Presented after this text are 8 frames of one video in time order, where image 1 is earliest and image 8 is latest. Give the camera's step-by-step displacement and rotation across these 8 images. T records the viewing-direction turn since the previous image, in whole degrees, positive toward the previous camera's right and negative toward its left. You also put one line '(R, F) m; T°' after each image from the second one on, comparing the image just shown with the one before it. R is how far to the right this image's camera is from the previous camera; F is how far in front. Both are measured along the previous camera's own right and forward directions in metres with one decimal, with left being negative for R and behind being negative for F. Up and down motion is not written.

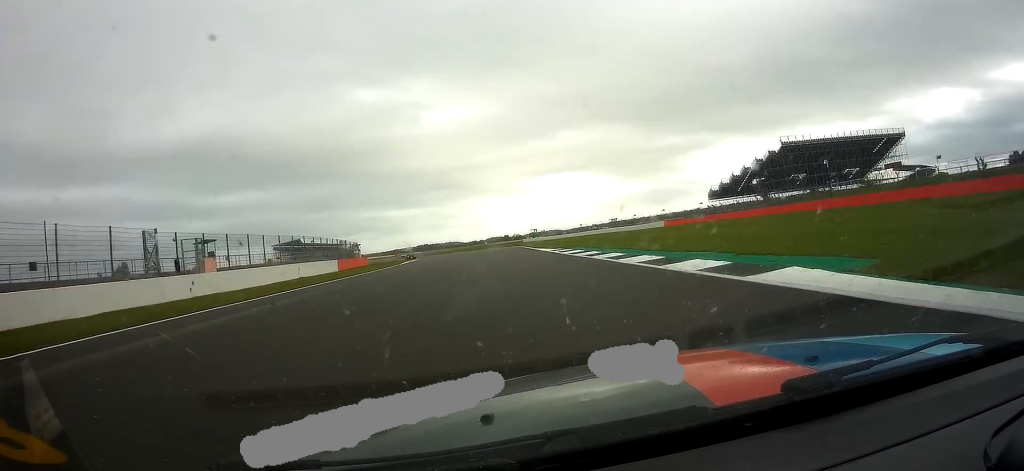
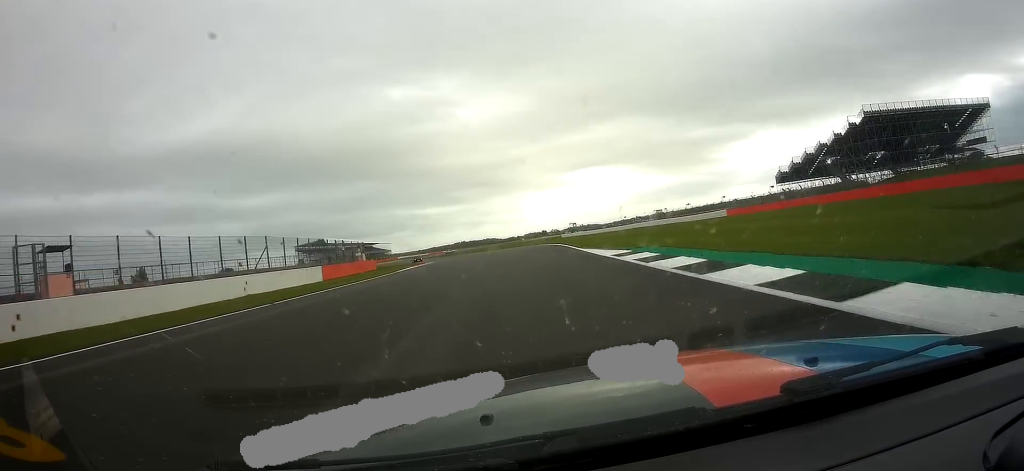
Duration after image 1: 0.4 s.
(-0.2, +17.9) m; -1°
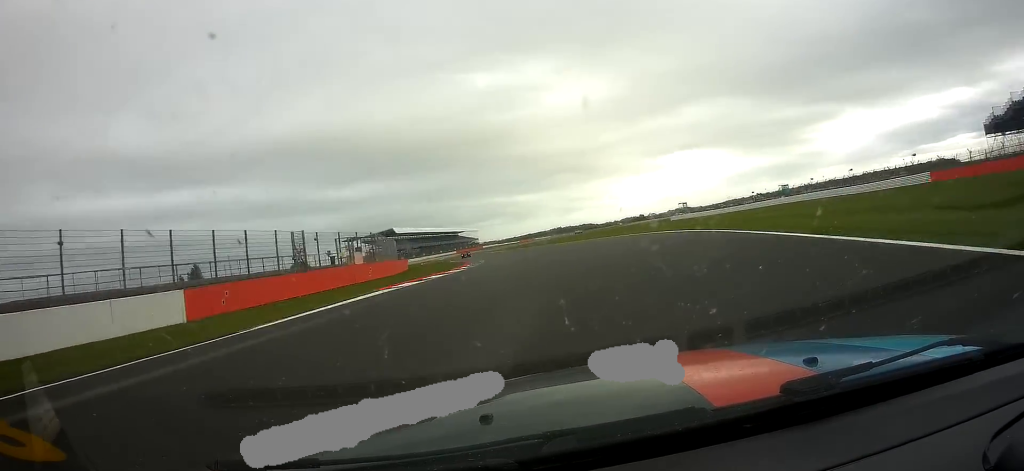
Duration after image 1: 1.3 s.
(-0.6, +35.8) m; -4°
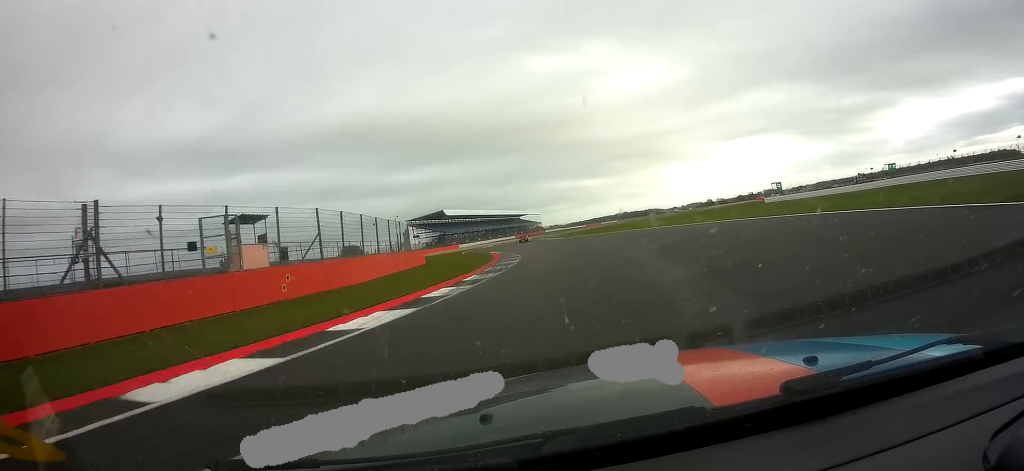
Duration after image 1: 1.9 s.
(-0.5, +26.0) m; -4°
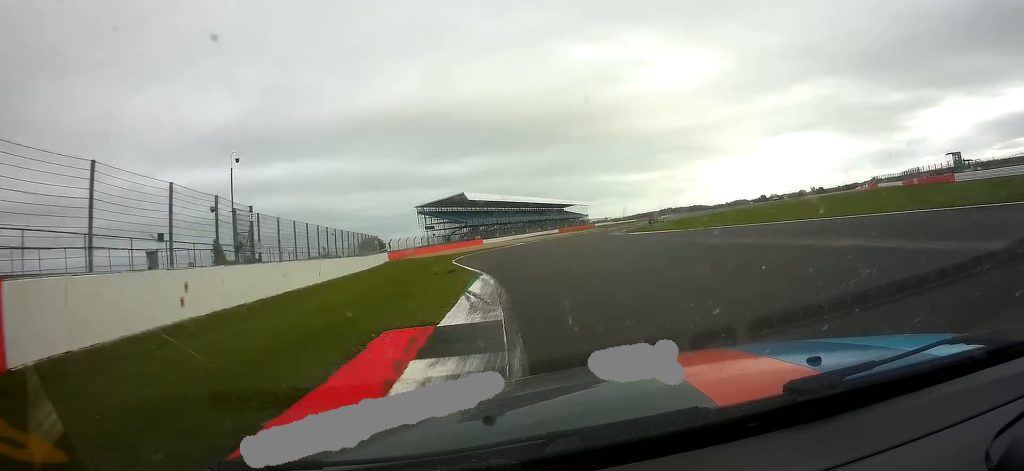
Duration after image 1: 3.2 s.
(-4.1, +52.0) m; -6°
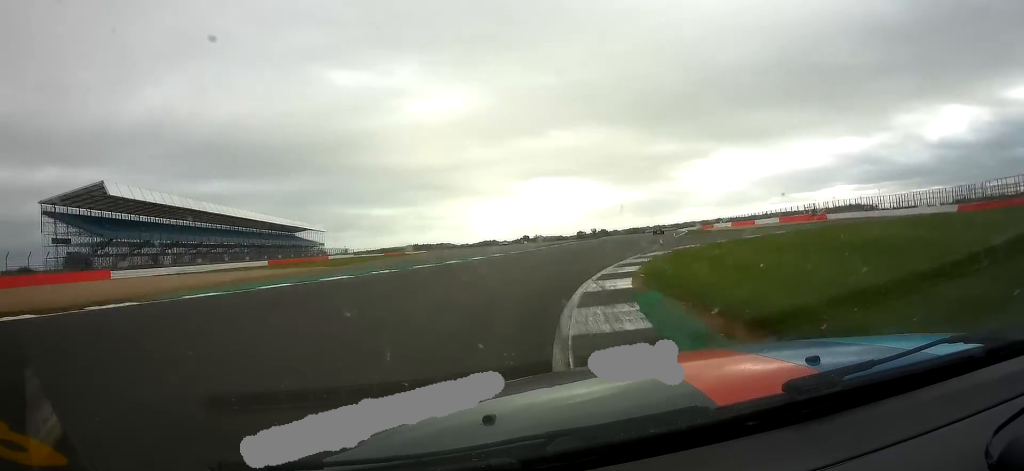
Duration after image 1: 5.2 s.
(+2.8, +77.9) m; +13°
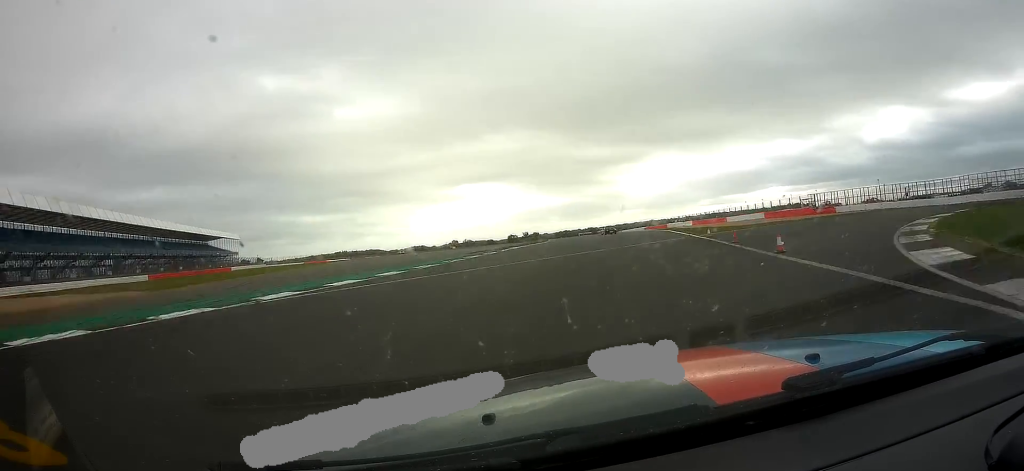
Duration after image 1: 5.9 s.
(+3.0, +24.4) m; +9°
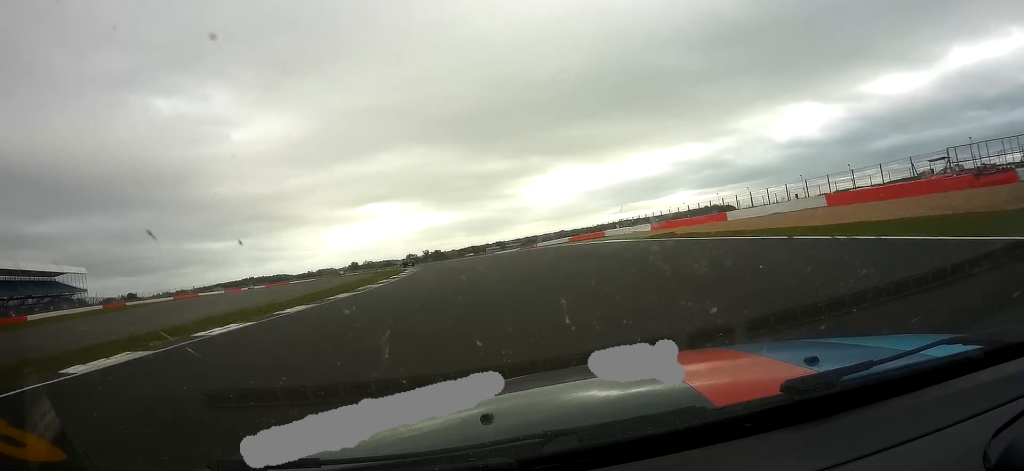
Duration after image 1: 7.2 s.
(+6.7, +52.2) m; +8°
